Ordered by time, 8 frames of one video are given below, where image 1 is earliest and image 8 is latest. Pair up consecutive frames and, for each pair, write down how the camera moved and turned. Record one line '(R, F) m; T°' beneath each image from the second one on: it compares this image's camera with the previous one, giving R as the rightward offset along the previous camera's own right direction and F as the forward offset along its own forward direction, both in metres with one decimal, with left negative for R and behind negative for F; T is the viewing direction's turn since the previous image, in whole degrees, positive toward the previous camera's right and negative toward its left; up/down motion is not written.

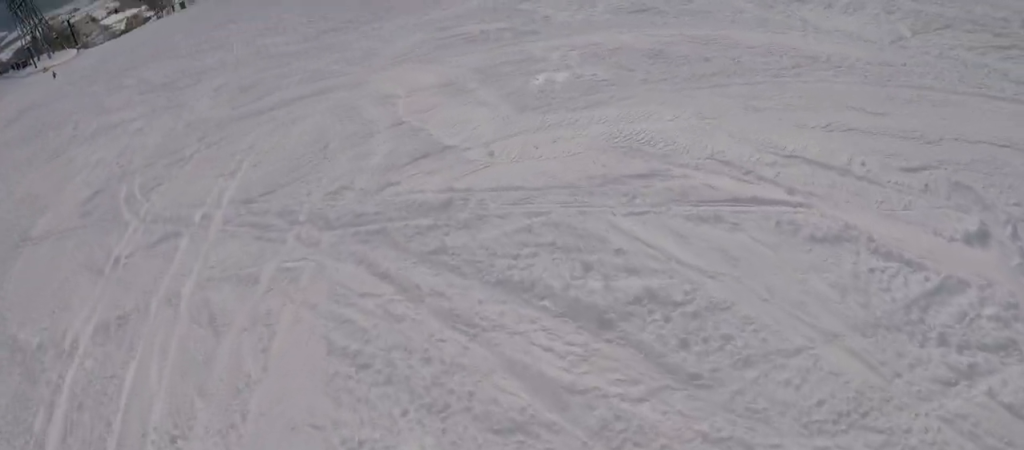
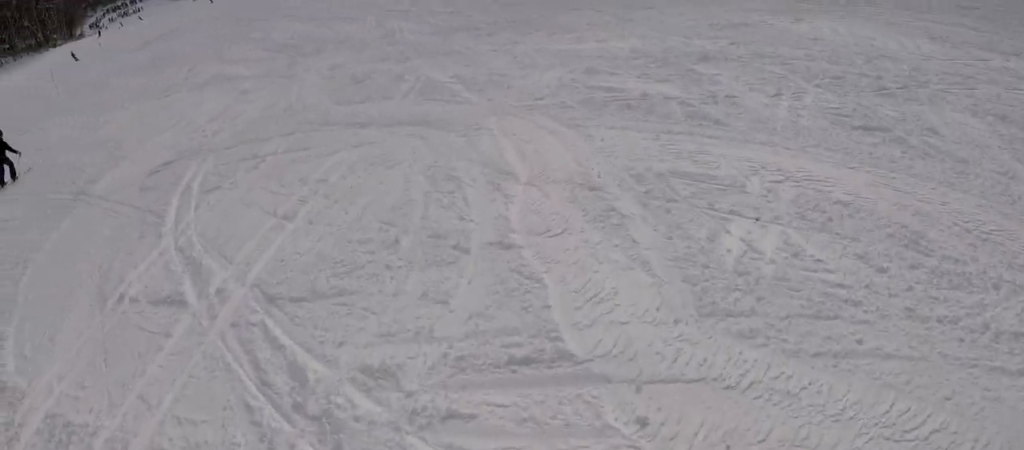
(-0.6, +2.0) m; -23°
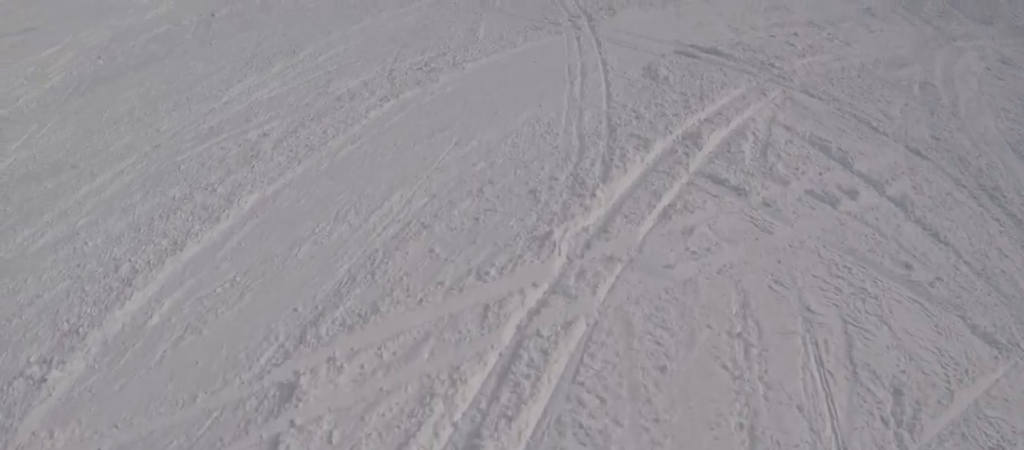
(-0.4, +5.0) m; +9°
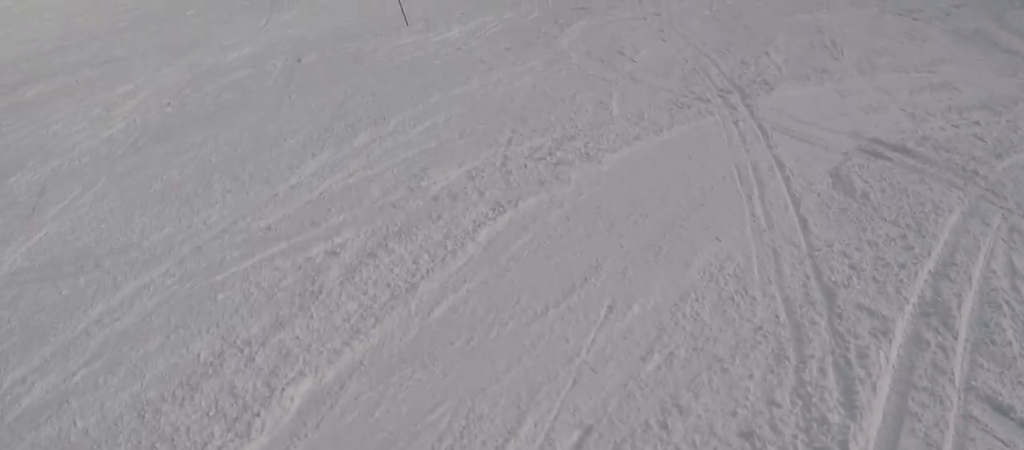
(-0.4, +1.8) m; +13°
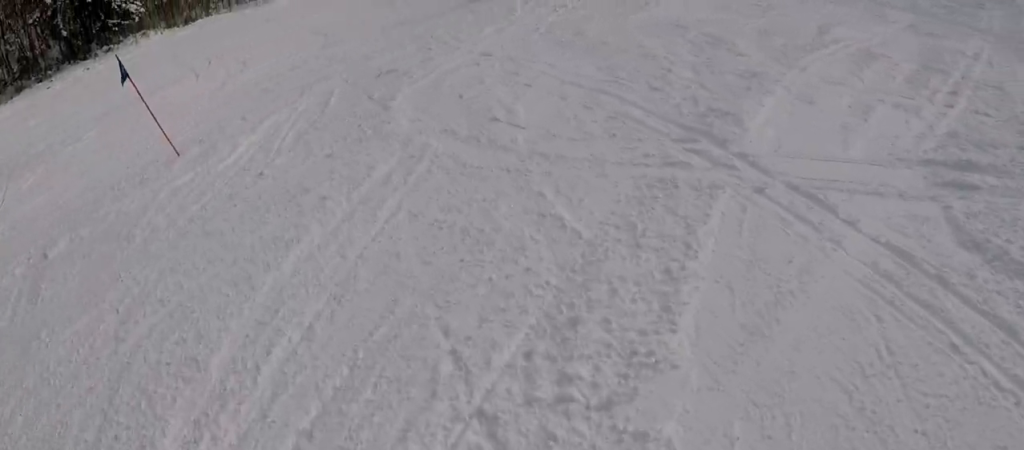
(+1.2, +2.7) m; -1°
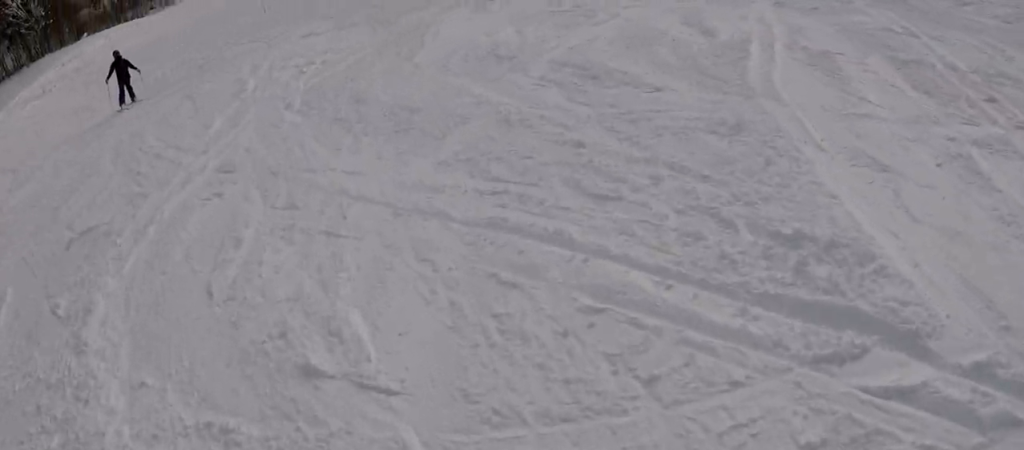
(-0.6, +3.2) m; -14°
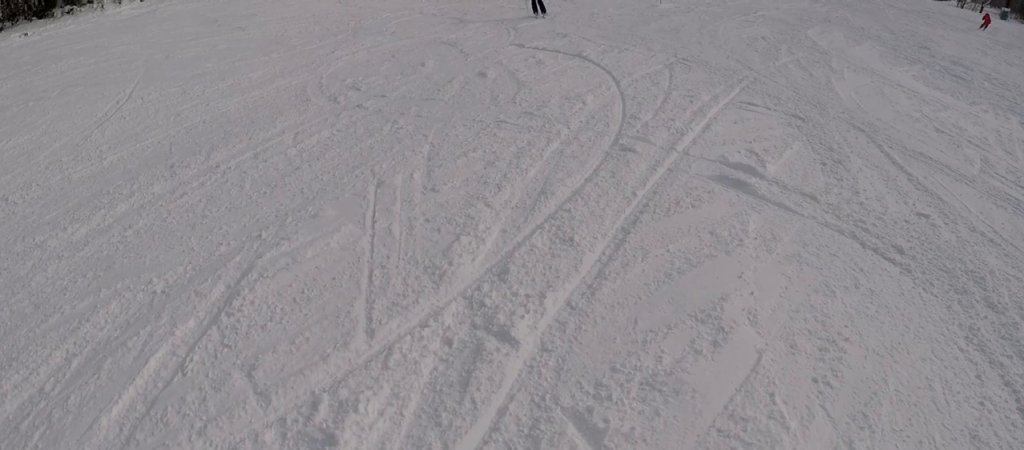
(-2.1, +11.0) m; -8°
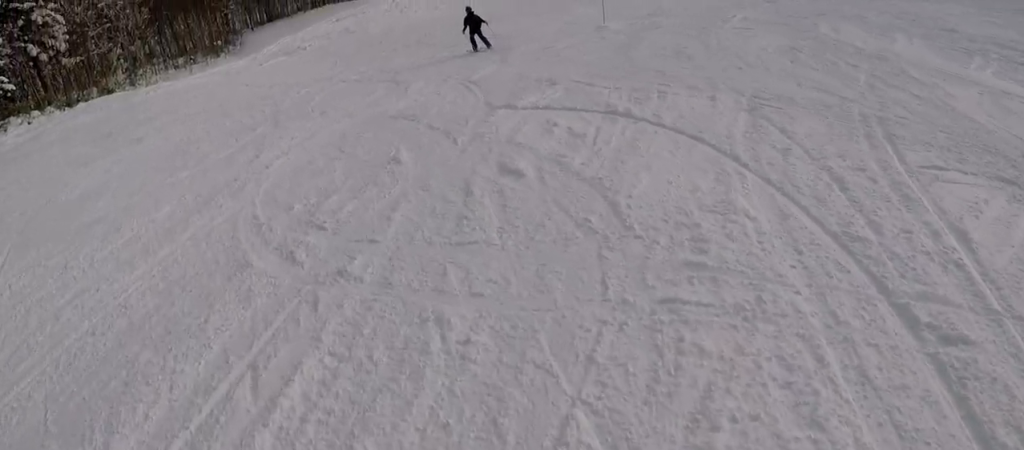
(+0.2, +3.5) m; +8°
